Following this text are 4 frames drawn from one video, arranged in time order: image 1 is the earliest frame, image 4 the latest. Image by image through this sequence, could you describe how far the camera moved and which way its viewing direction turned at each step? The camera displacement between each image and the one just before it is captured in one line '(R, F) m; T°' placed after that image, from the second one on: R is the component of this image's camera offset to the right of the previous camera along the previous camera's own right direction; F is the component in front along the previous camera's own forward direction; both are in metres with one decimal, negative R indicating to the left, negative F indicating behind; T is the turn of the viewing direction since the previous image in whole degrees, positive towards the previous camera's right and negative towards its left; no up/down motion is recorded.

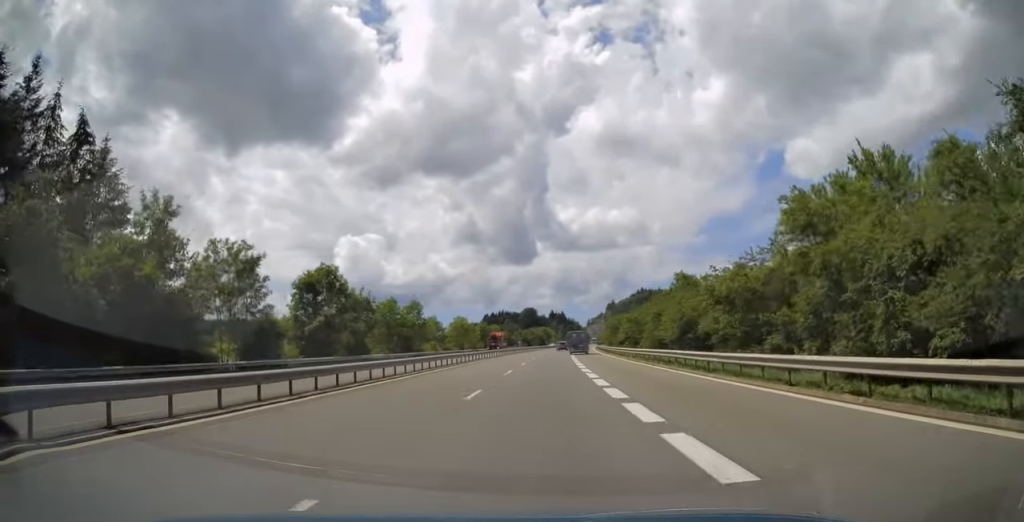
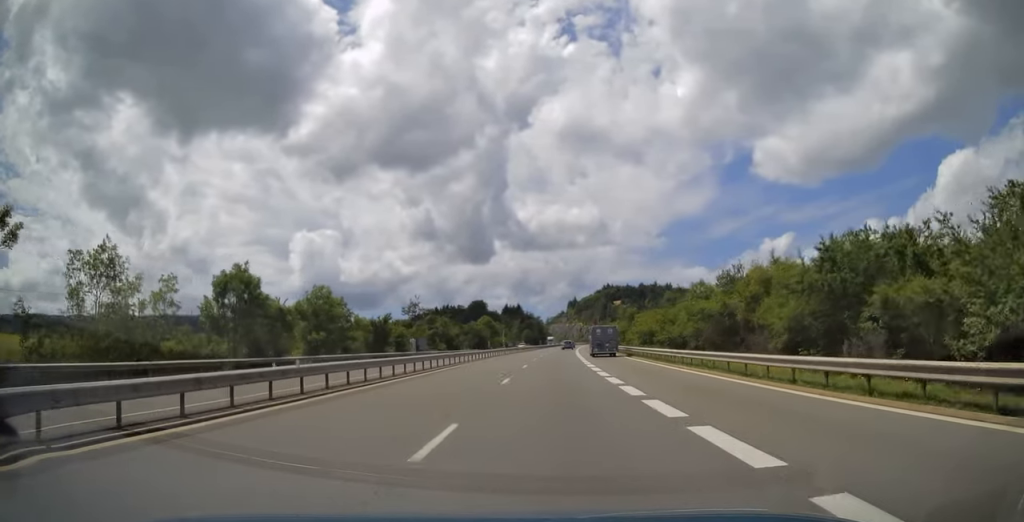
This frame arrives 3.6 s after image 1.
(+4.2, +111.1) m; +4°
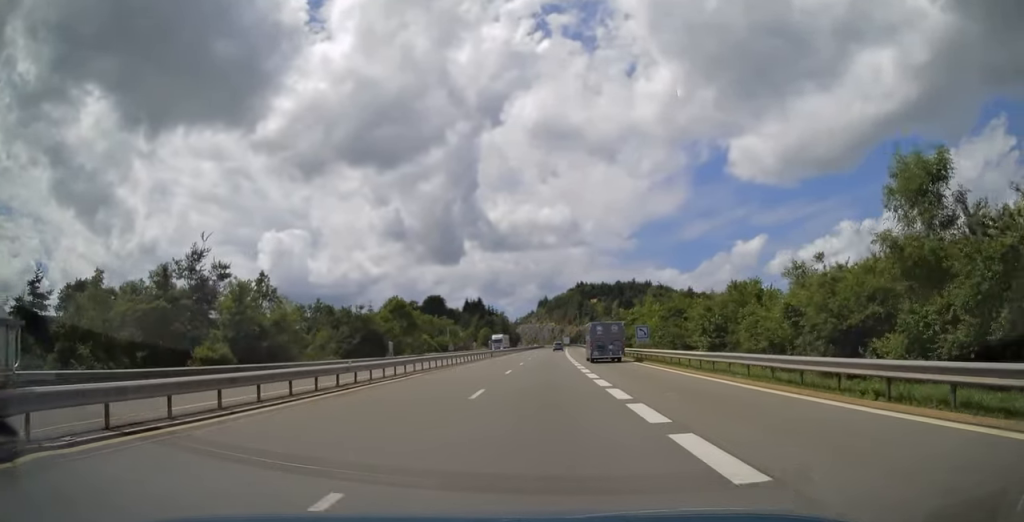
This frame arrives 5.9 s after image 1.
(+1.7, +69.3) m; +3°
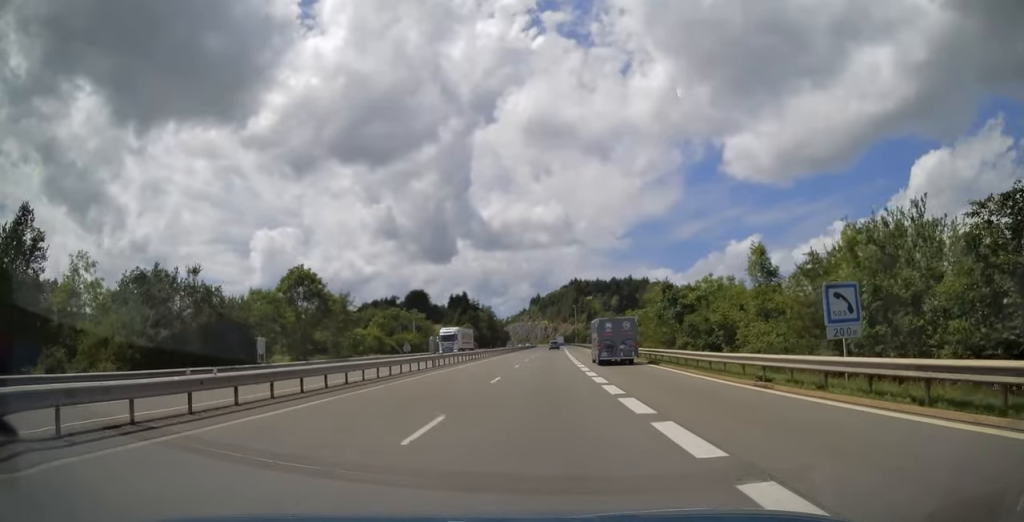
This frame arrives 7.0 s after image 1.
(+0.5, +33.1) m; +1°
